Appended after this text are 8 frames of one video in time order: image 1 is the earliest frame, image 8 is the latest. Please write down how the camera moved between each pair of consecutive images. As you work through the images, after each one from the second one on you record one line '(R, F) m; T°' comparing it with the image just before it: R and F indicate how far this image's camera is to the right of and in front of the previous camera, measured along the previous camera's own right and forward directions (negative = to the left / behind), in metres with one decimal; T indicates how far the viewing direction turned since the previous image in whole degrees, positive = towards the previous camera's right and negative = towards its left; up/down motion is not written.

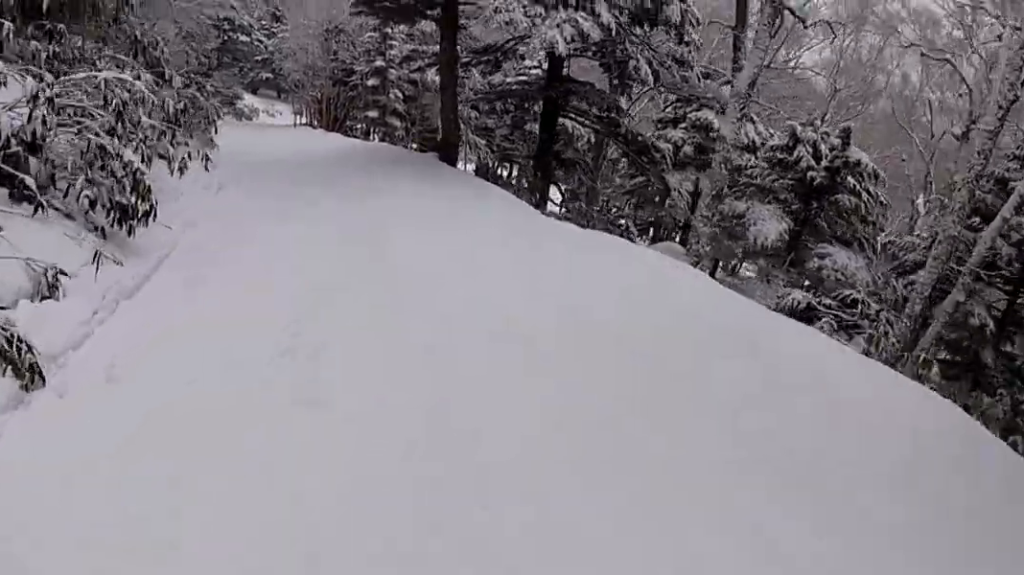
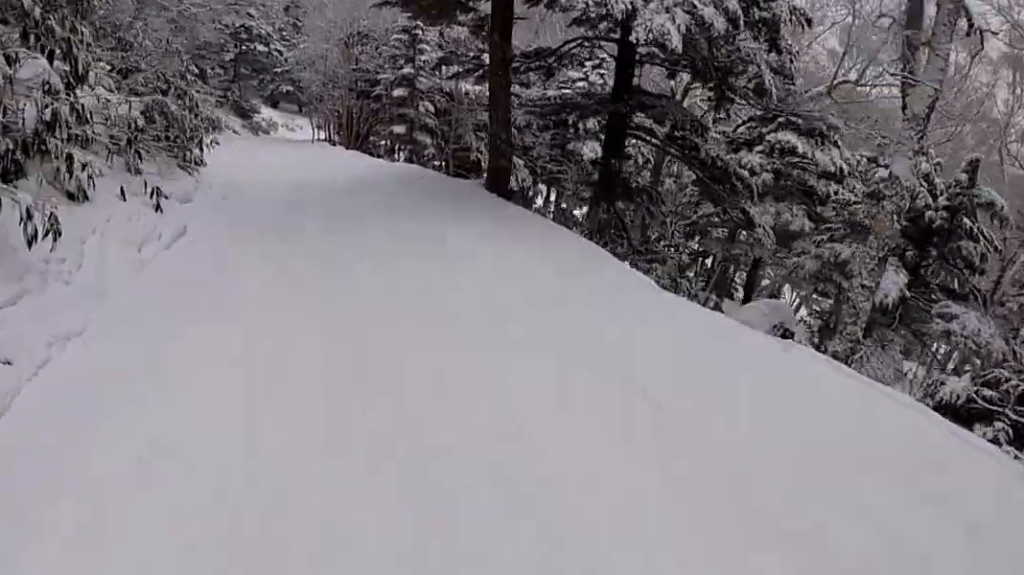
(+0.5, +4.3) m; 0°
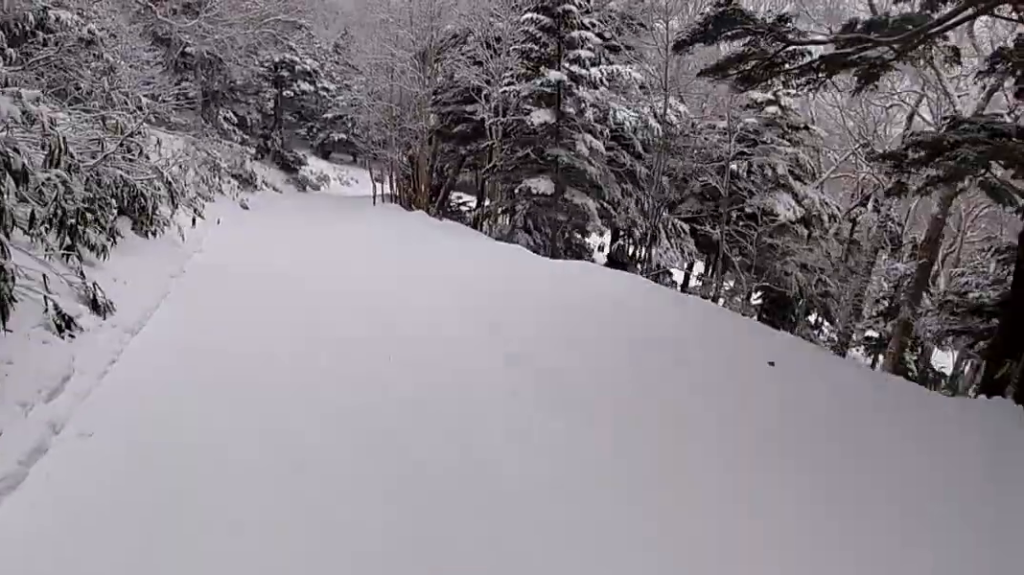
(-1.7, +11.1) m; -10°
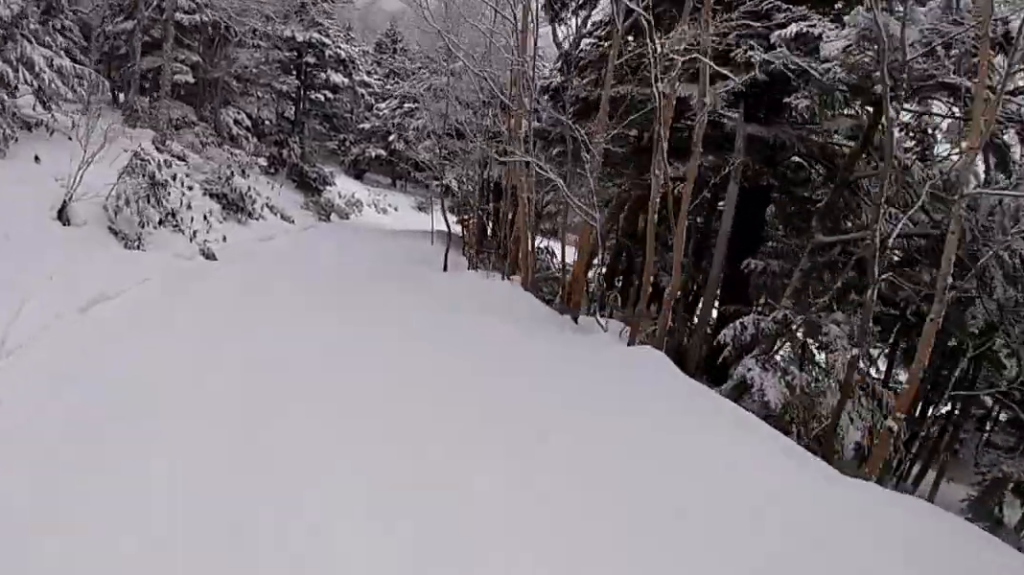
(-0.3, +13.3) m; -5°
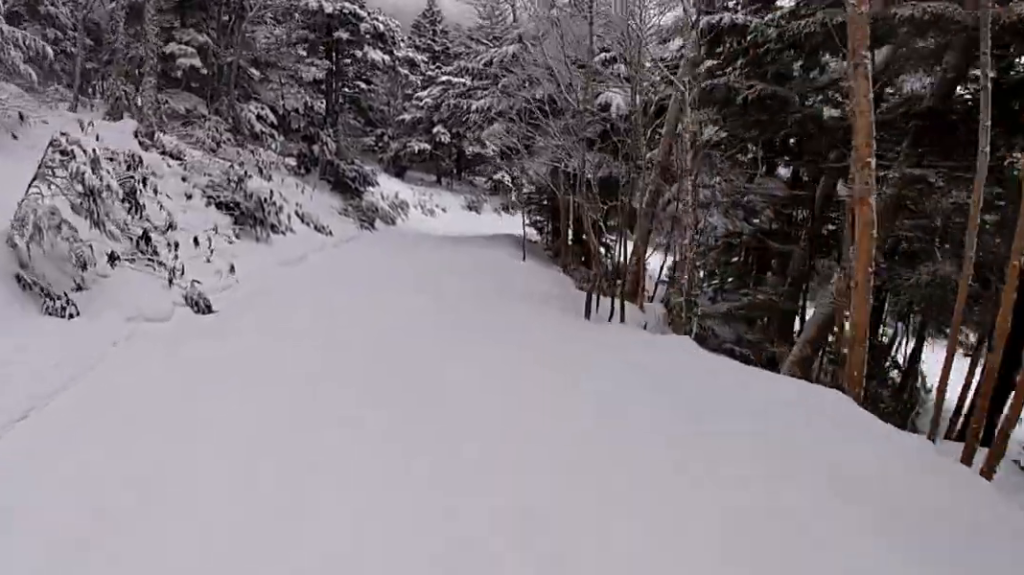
(-0.3, +5.8) m; +6°
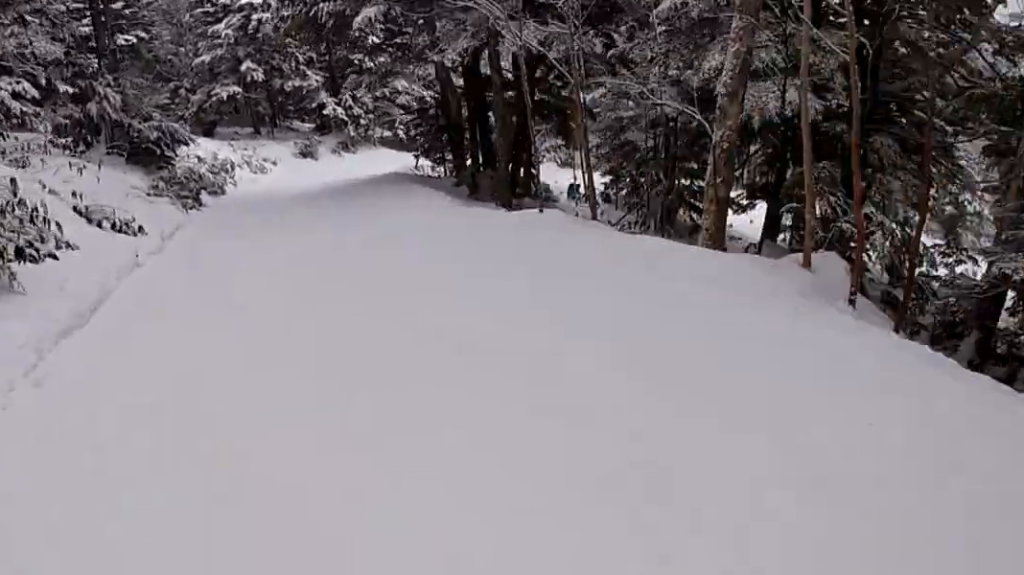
(+1.2, +8.0) m; +8°
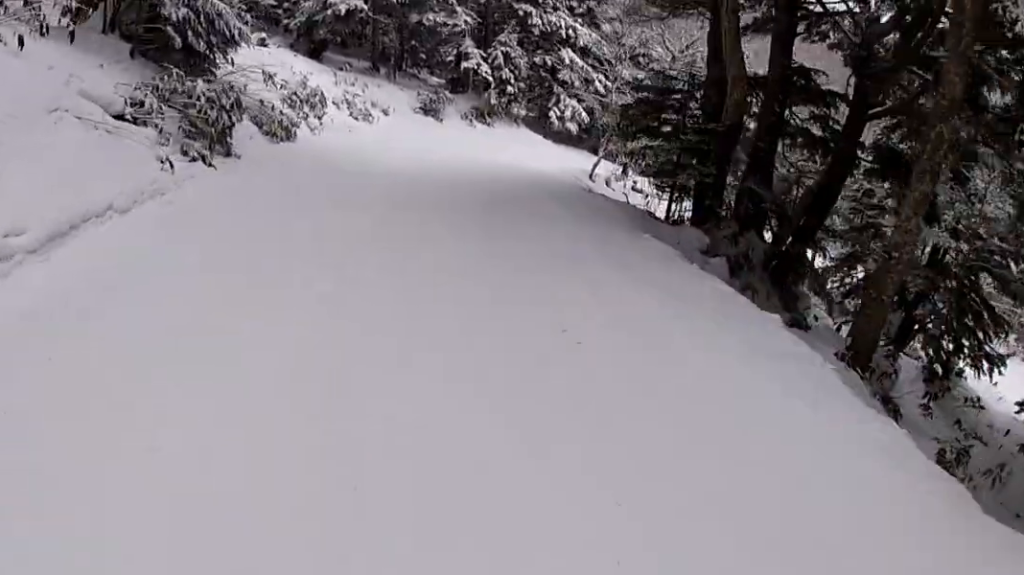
(-0.6, +9.2) m; +5°
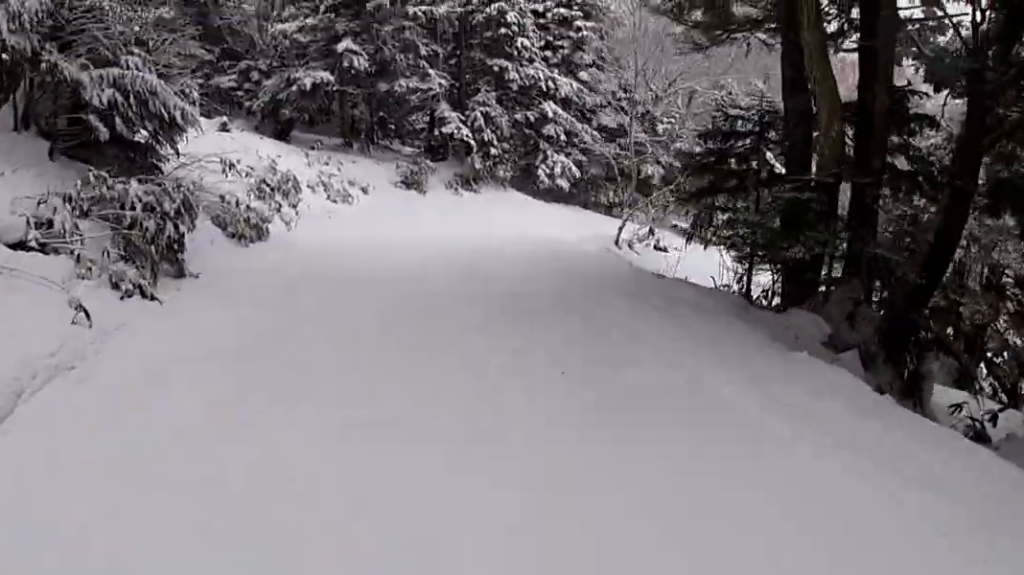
(+0.6, +2.7) m; +4°
